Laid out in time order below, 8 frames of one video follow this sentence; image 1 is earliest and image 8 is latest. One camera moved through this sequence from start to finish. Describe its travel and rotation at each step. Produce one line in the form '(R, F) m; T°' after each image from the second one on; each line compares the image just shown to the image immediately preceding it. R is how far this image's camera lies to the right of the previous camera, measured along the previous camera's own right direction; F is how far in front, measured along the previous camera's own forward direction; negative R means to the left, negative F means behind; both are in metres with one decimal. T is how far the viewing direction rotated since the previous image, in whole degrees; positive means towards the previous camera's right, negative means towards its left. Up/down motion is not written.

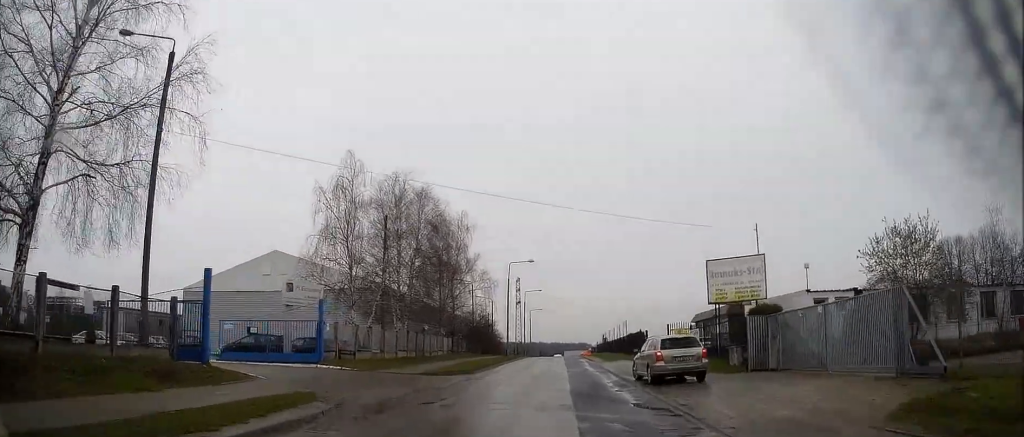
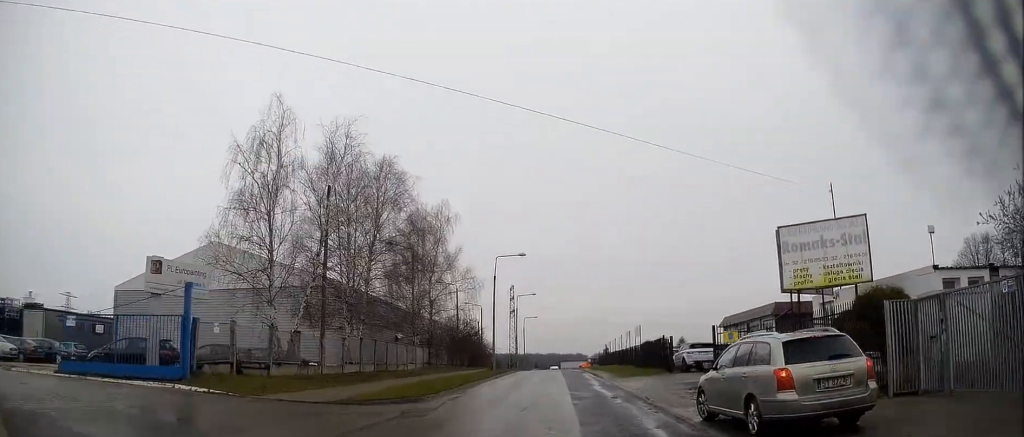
(+0.1, +10.1) m; 0°
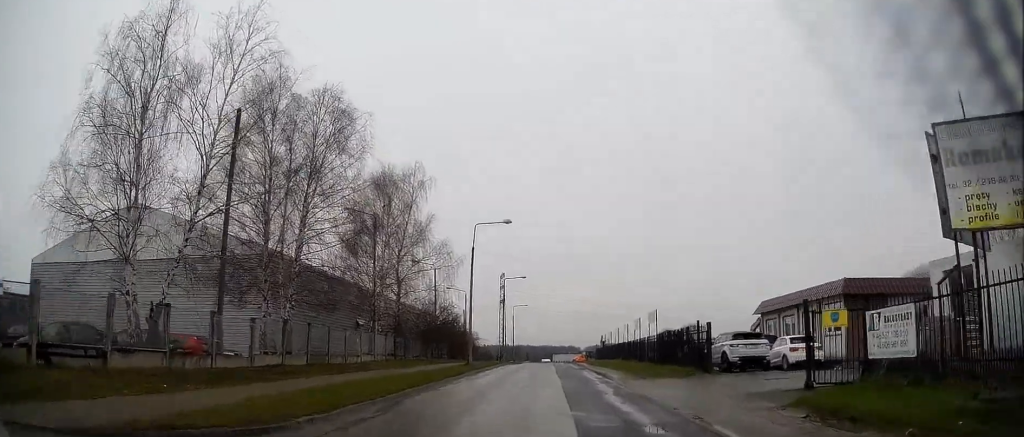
(-0.1, +9.3) m; 0°
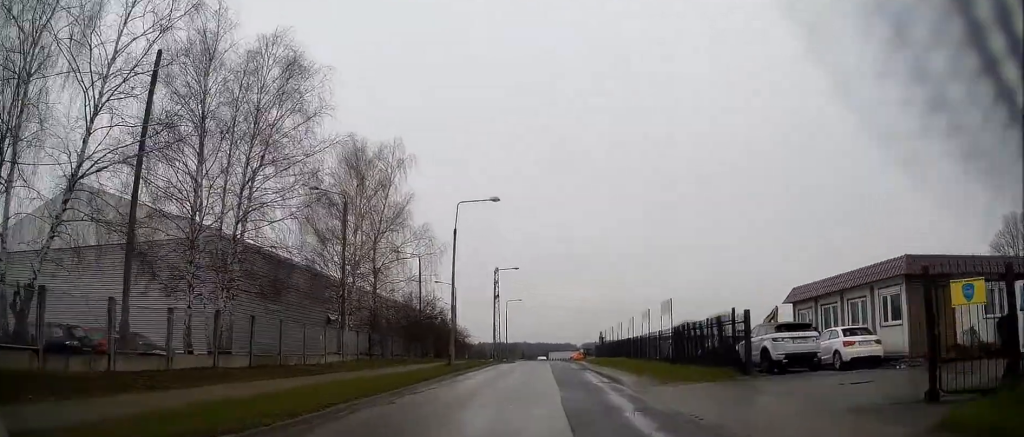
(-0.1, +5.2) m; 0°
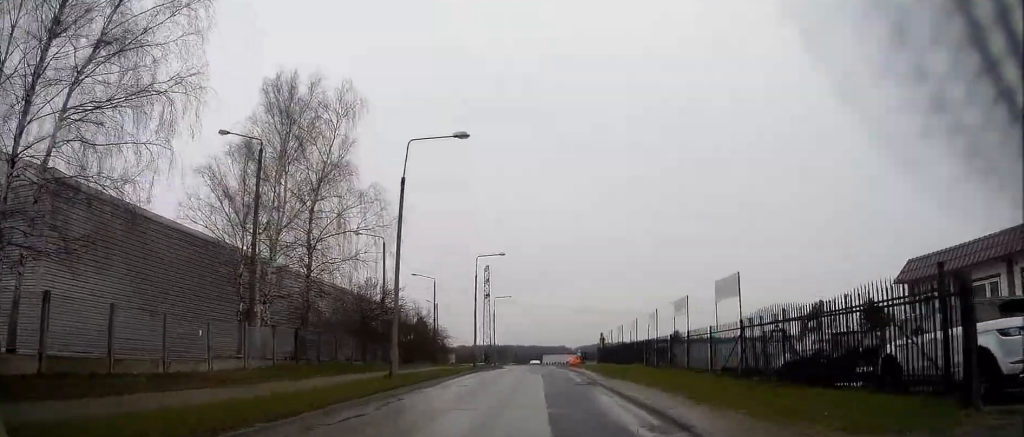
(+0.1, +10.8) m; +2°
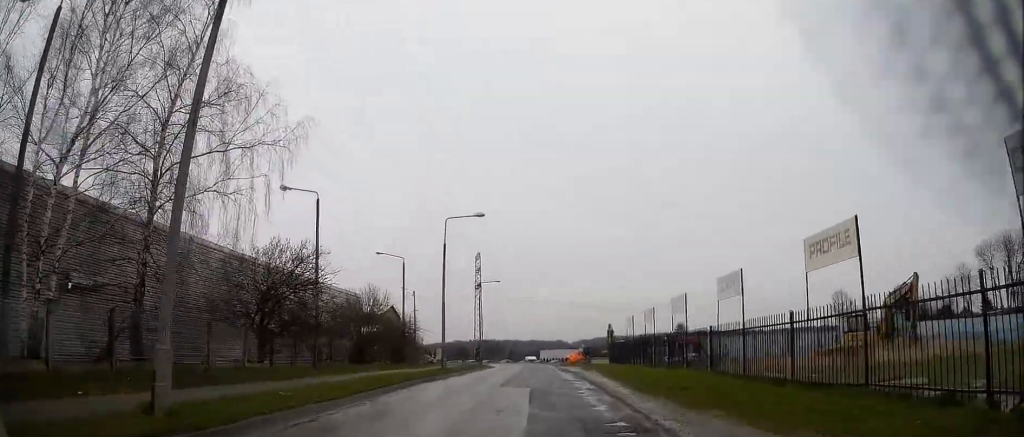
(+0.1, +13.4) m; 0°
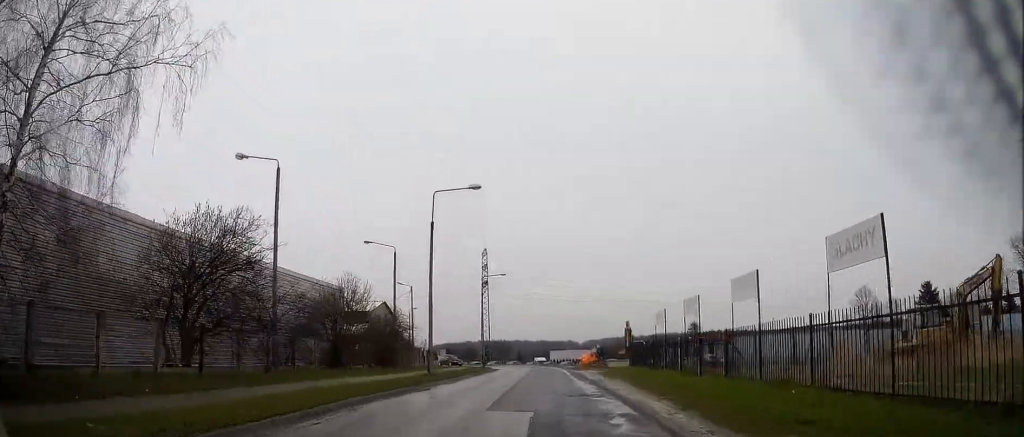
(-0.1, +6.7) m; -1°
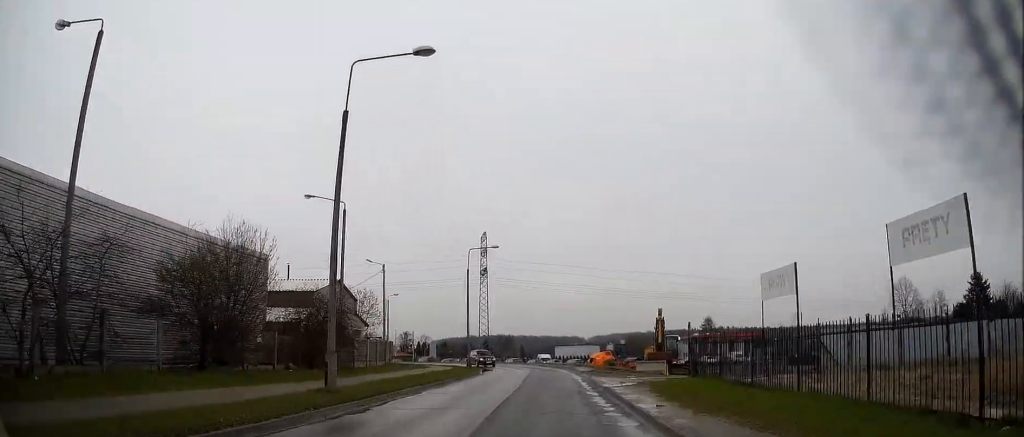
(-0.1, +14.0) m; 0°
